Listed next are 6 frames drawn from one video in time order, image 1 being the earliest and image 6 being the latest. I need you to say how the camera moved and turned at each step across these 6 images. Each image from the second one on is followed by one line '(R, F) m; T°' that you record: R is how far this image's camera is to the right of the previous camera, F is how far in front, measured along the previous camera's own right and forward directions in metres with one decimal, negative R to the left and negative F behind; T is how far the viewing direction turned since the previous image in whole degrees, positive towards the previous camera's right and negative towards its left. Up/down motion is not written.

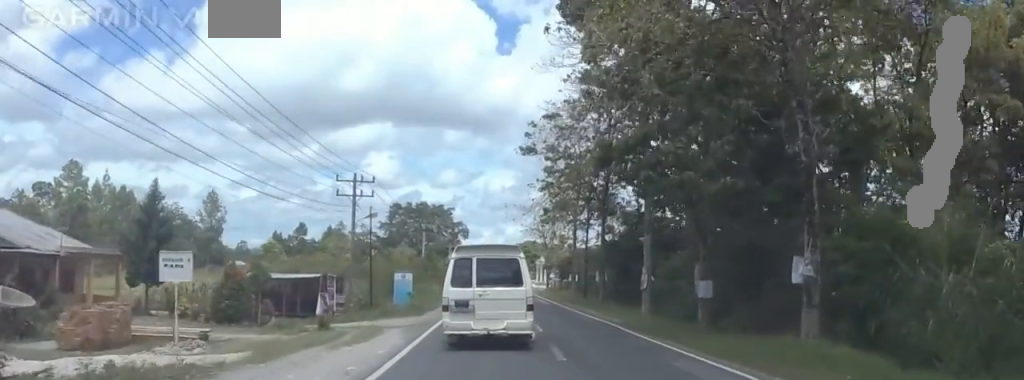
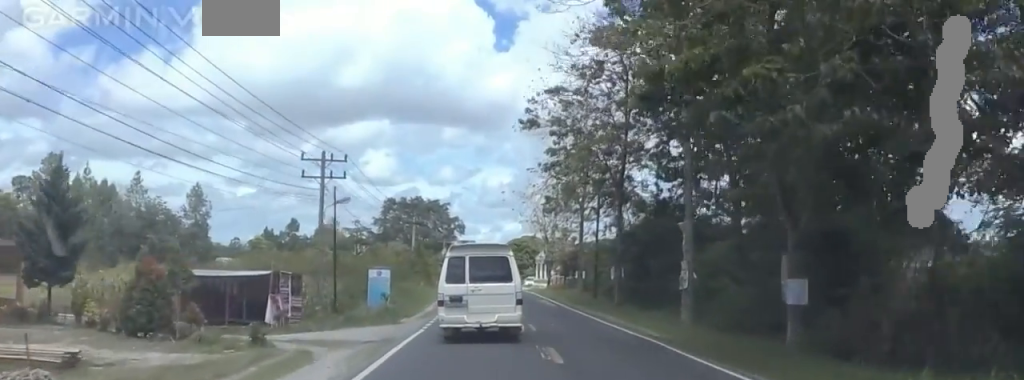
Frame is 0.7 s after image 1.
(-0.1, +8.0) m; -3°
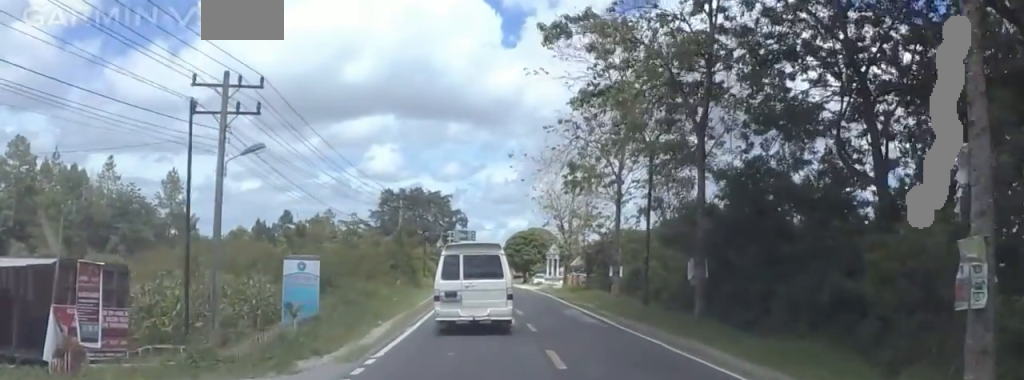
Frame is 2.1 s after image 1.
(-0.8, +16.6) m; -4°
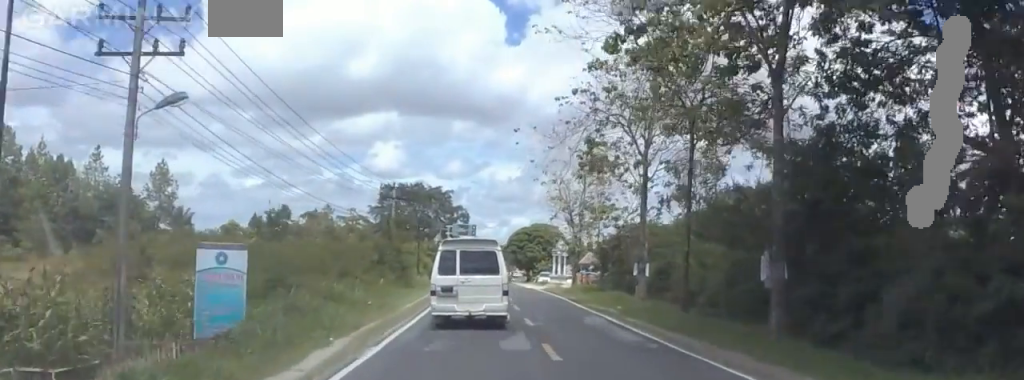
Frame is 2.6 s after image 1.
(0.0, +7.4) m; 0°
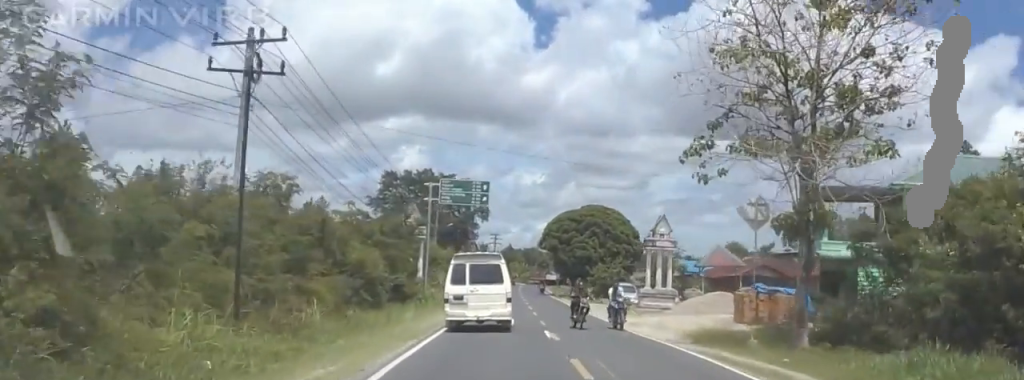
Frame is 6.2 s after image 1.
(+0.9, +50.4) m; 0°
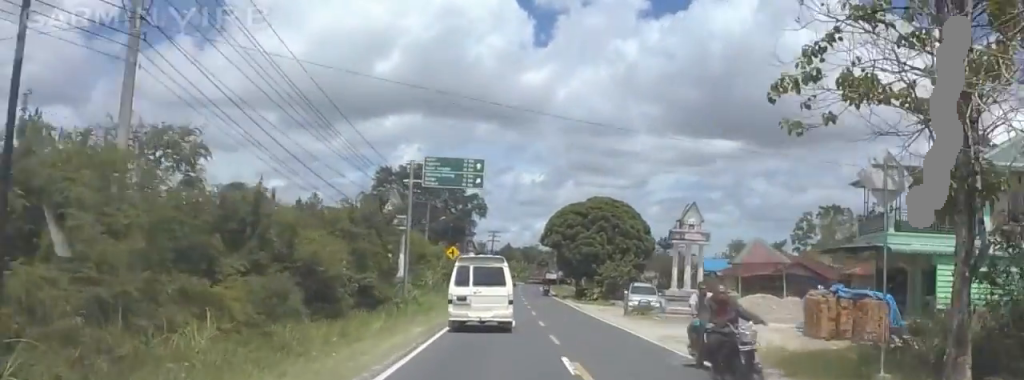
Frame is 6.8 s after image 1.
(+0.3, +8.2) m; +1°
